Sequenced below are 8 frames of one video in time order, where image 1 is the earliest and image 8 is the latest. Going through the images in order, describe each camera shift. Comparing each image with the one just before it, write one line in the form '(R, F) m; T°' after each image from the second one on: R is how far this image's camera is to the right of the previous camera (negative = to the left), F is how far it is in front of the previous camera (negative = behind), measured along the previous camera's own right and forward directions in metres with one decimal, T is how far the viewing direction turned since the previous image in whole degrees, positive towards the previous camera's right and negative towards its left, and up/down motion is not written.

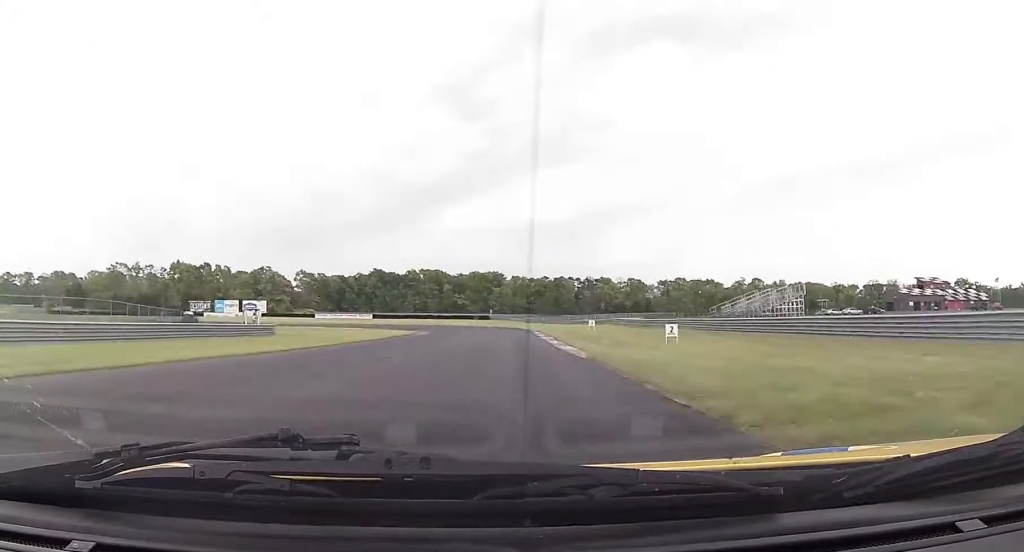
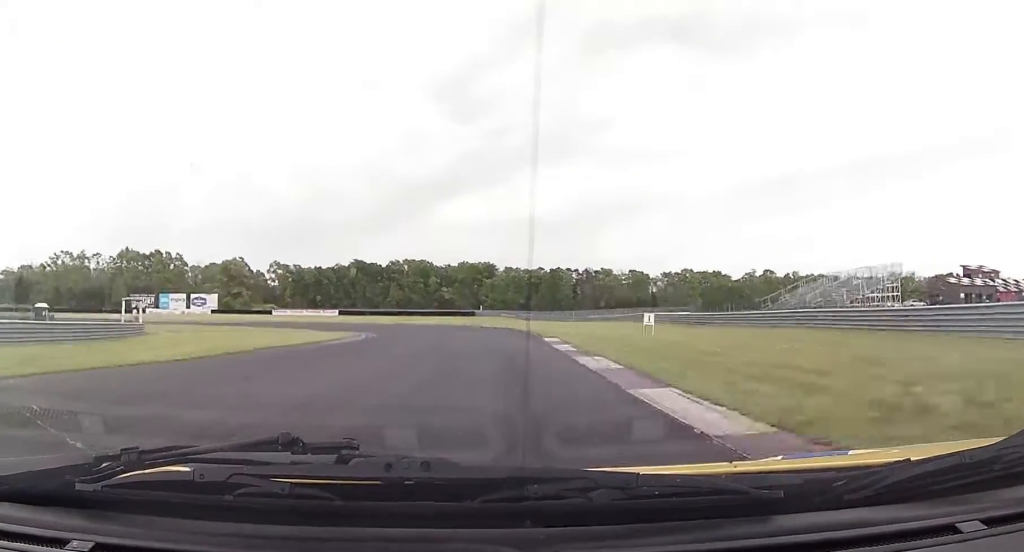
(0.0, +25.3) m; -2°
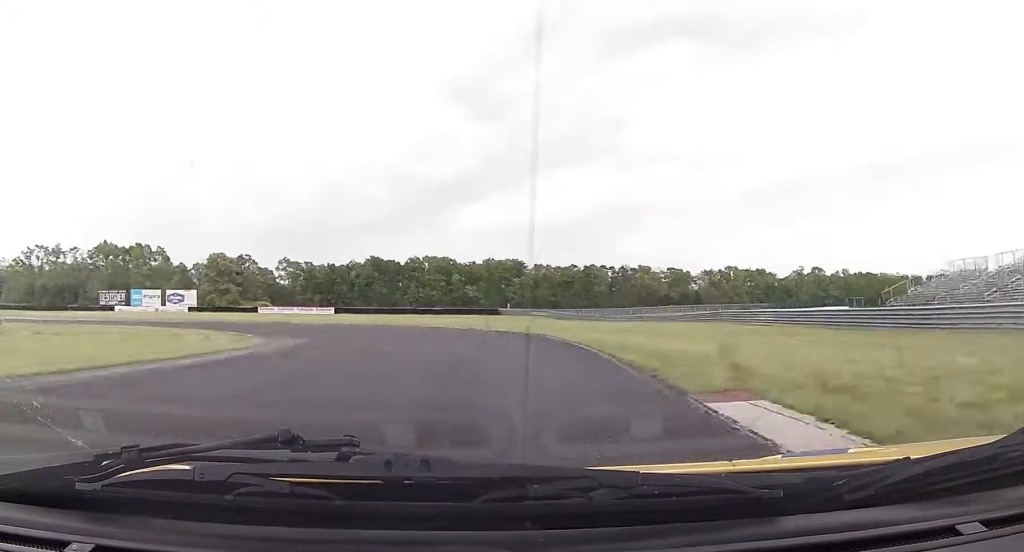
(-0.5, +22.2) m; -8°
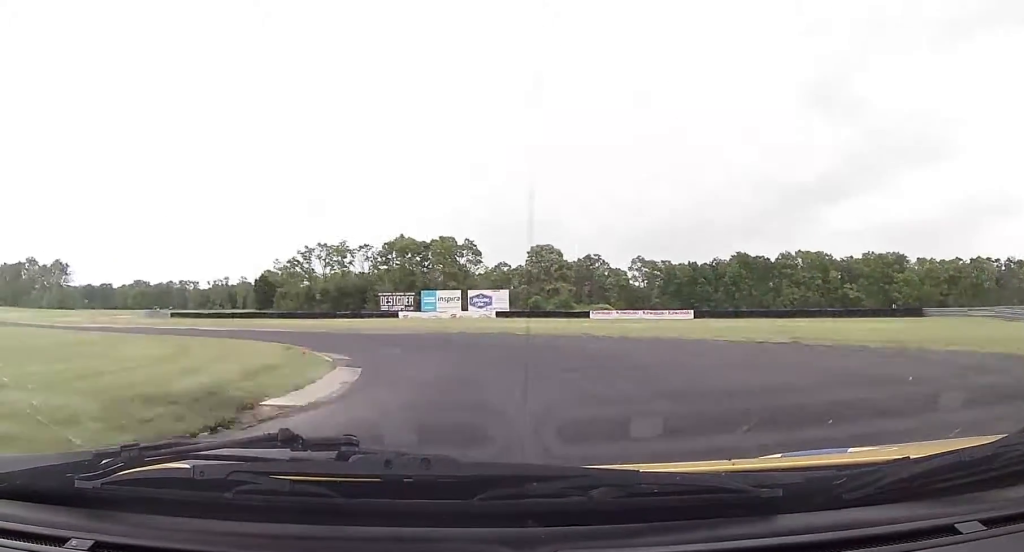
(-6.9, +31.5) m; -29°
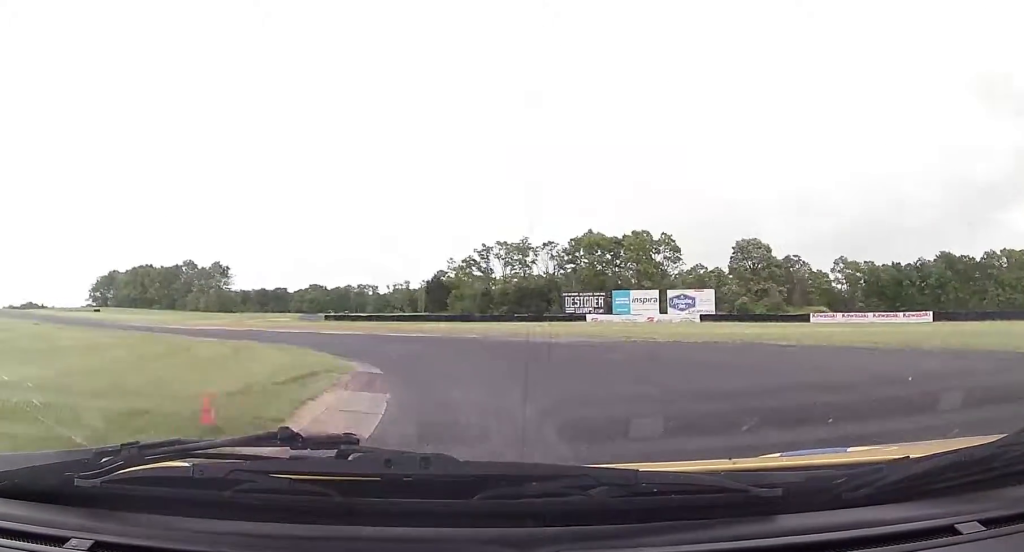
(-2.2, +14.3) m; -15°
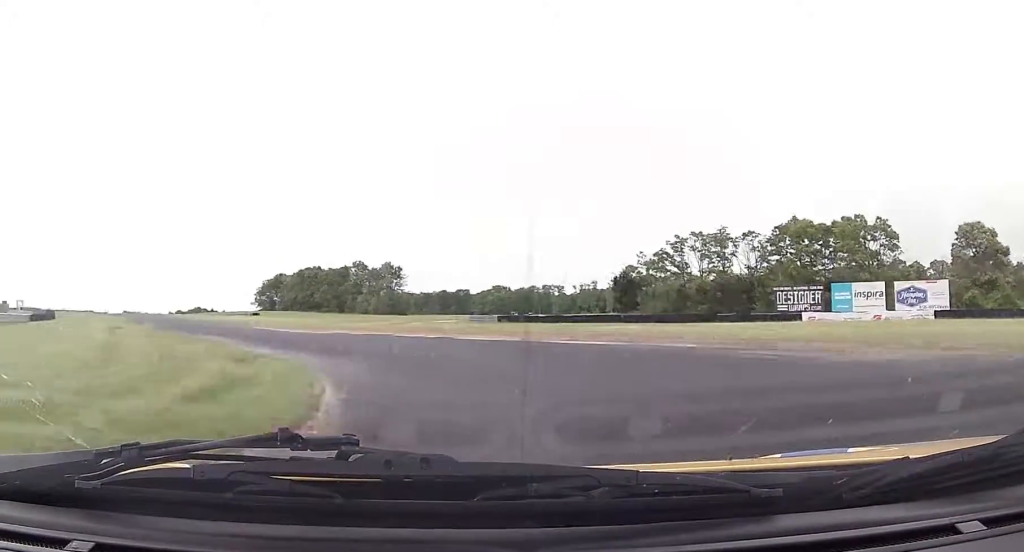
(-0.8, +14.2) m; -14°
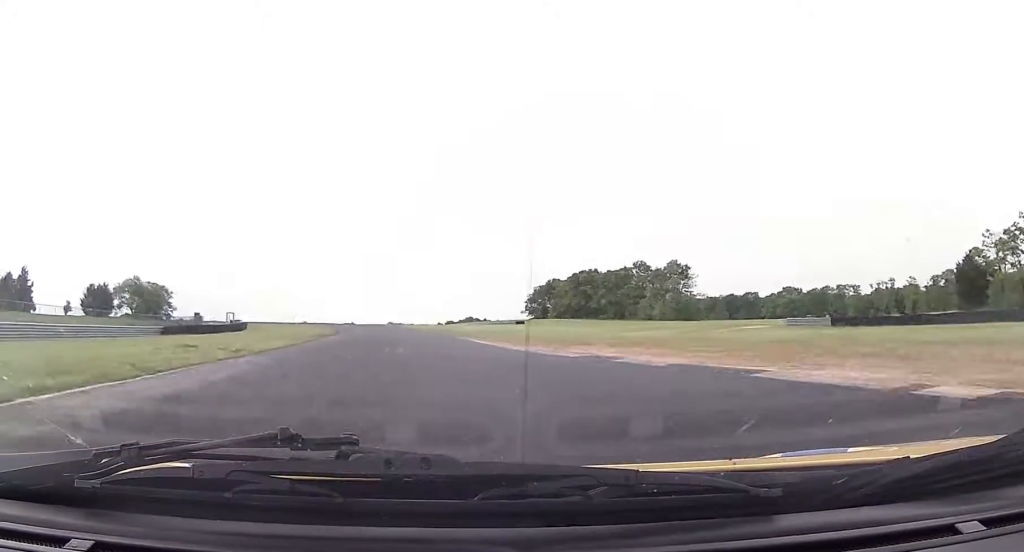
(-6.1, +28.1) m; -18°
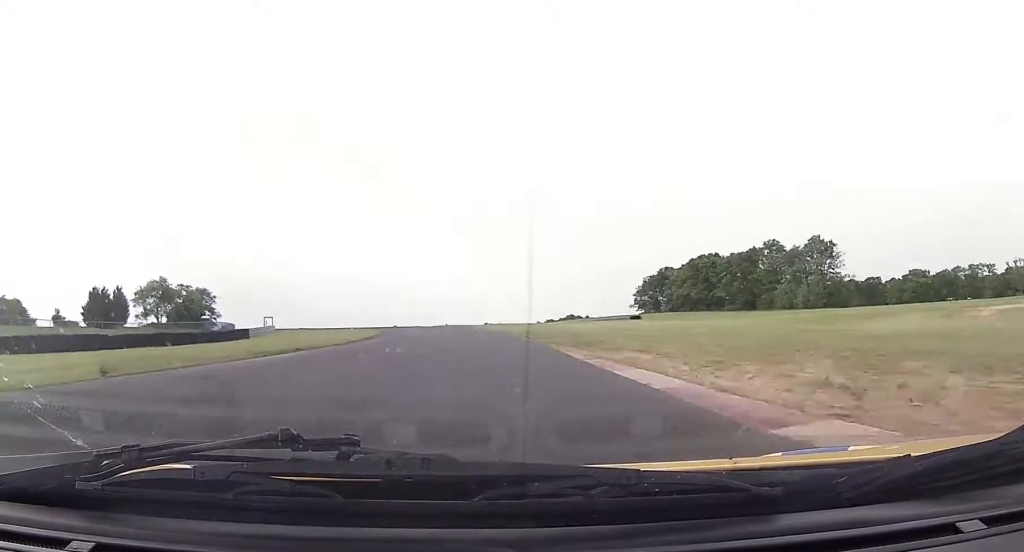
(-3.6, +35.8) m; -8°
